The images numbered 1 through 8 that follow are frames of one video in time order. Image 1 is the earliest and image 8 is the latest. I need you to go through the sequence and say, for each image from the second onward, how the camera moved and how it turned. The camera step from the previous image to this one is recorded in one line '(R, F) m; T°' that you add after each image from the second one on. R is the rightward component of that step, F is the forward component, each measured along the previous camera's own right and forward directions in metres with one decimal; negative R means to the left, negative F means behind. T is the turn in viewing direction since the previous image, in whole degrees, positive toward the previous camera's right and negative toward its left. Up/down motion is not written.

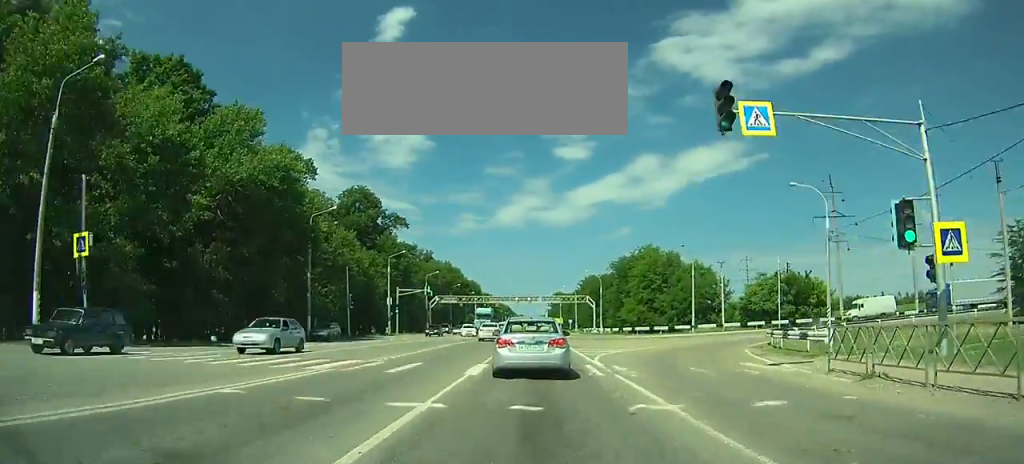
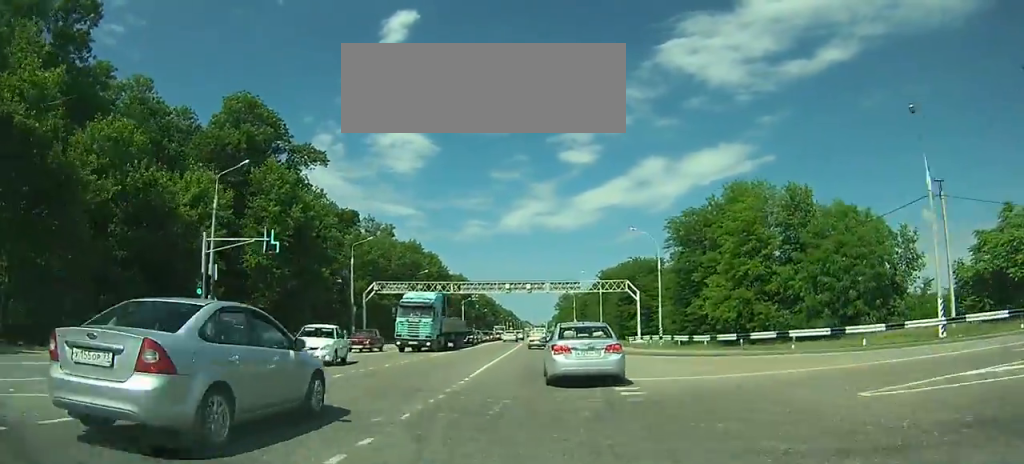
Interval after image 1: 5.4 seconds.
(+0.2, +49.2) m; 0°
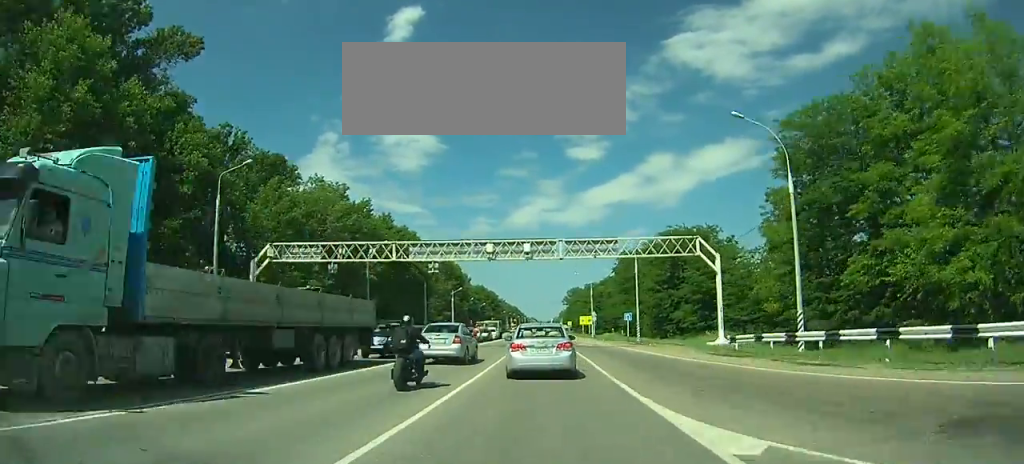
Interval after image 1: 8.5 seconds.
(-0.1, +31.7) m; 0°
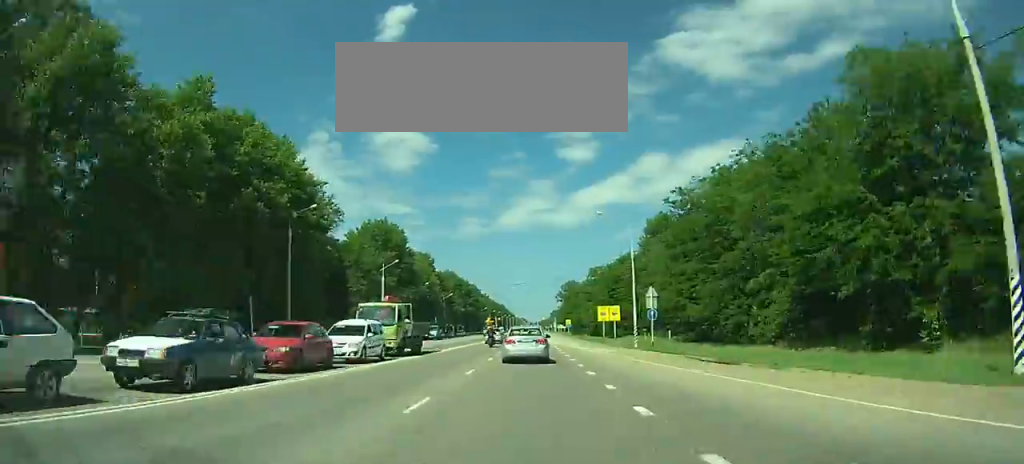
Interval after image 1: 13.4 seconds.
(+0.1, +57.4) m; +1°
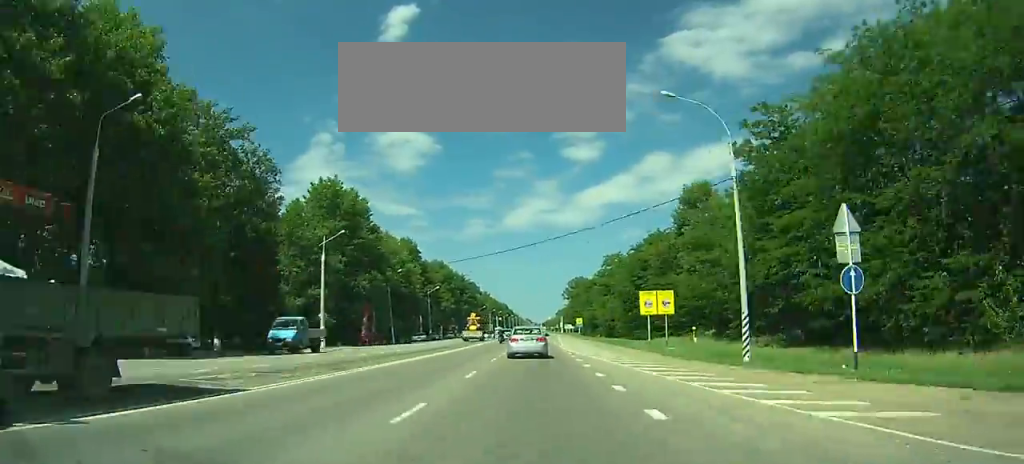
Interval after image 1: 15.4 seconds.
(+0.3, +25.5) m; 0°
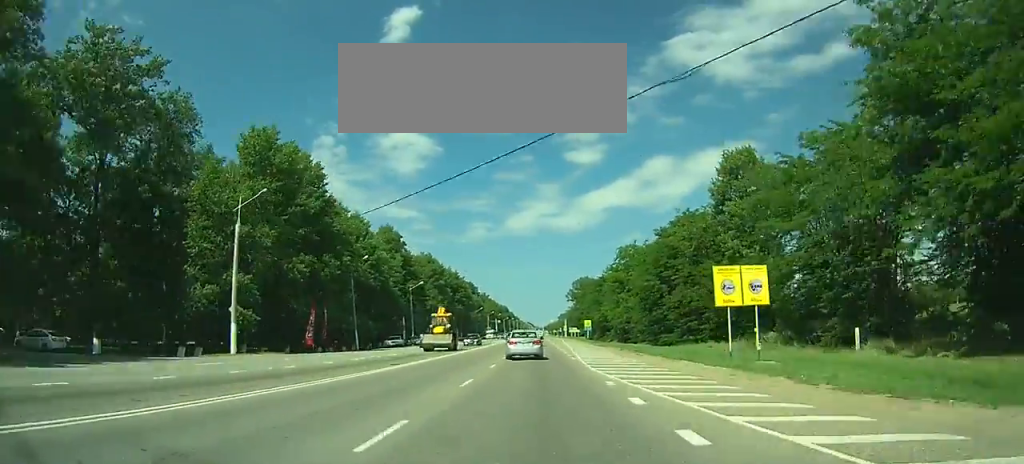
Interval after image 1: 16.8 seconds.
(-0.2, +18.6) m; 0°
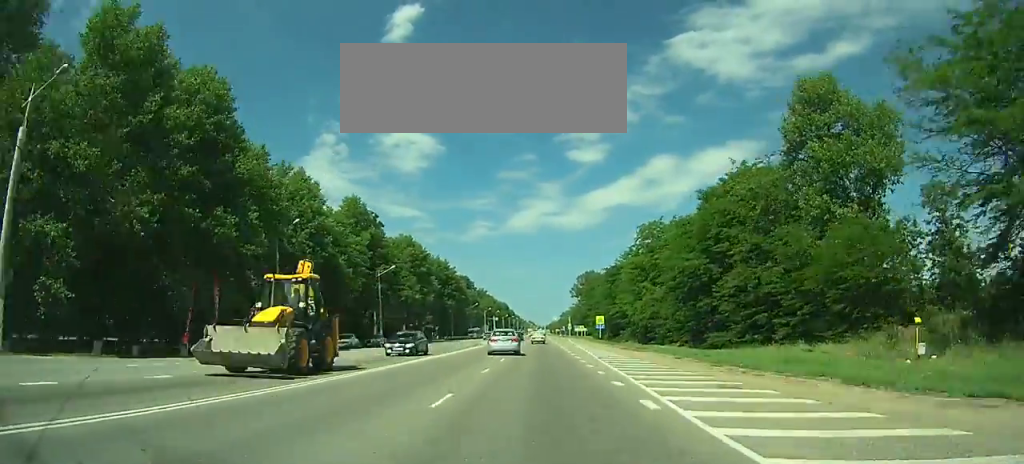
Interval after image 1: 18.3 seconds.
(-0.2, +20.1) m; 0°
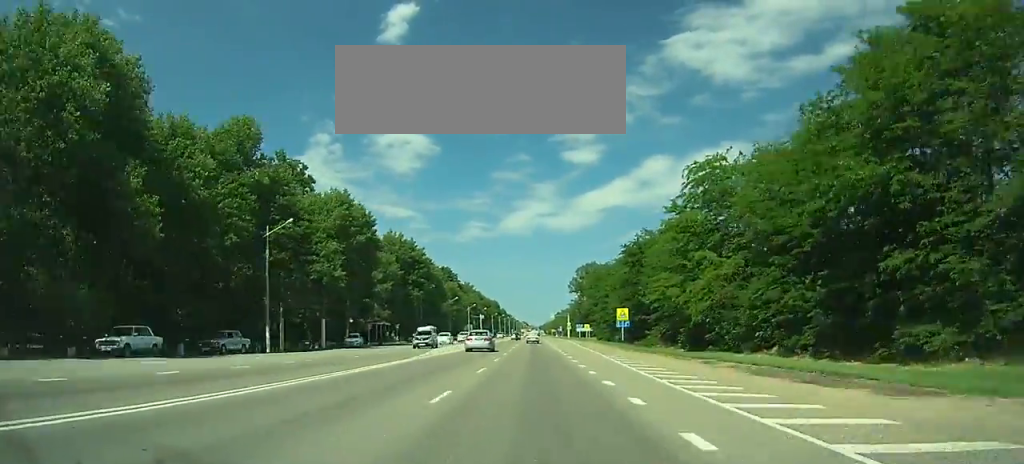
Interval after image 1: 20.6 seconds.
(+0.2, +31.7) m; 0°
